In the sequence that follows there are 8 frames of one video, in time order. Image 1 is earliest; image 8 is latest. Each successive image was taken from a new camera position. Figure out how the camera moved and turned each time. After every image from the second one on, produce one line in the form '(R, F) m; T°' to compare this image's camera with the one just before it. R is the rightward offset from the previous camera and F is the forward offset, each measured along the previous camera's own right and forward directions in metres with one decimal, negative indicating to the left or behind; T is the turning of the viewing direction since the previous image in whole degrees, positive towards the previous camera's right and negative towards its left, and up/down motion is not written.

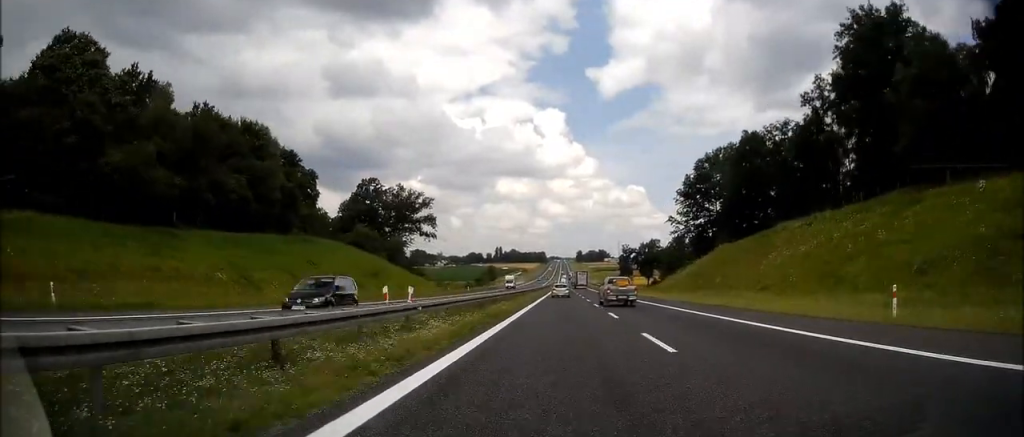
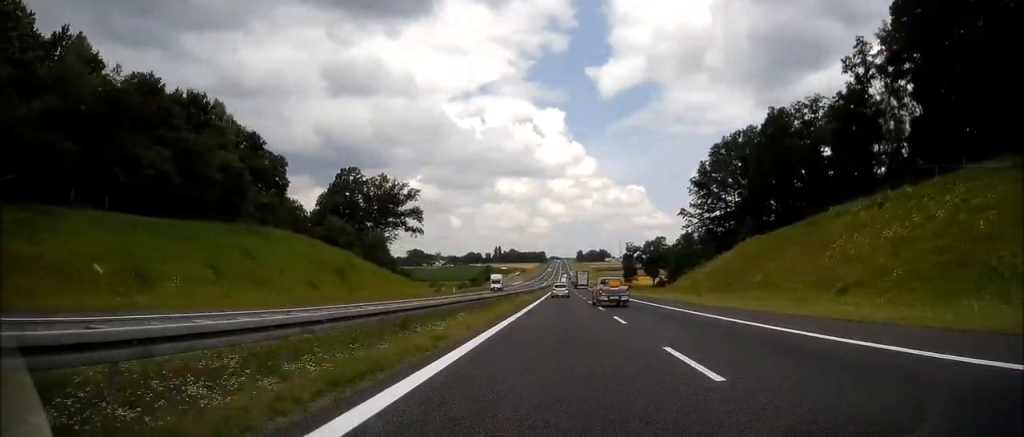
(-0.1, +15.7) m; 0°
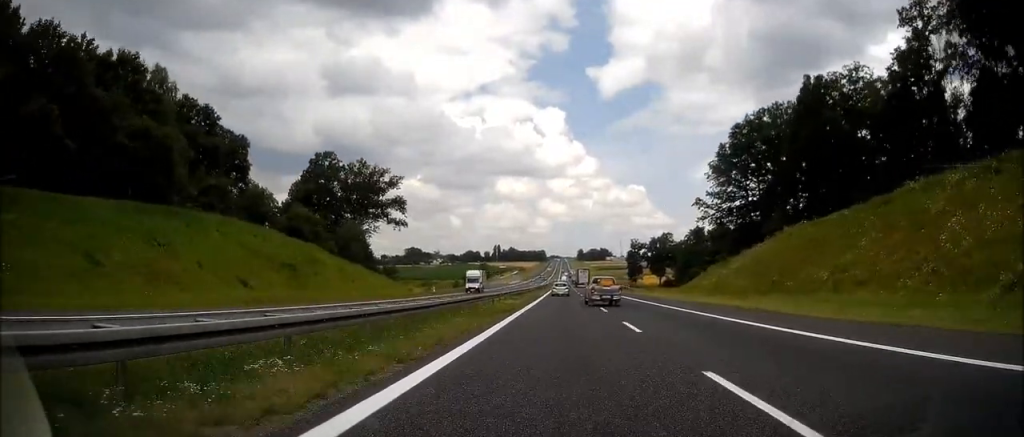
(-0.1, +15.7) m; 0°
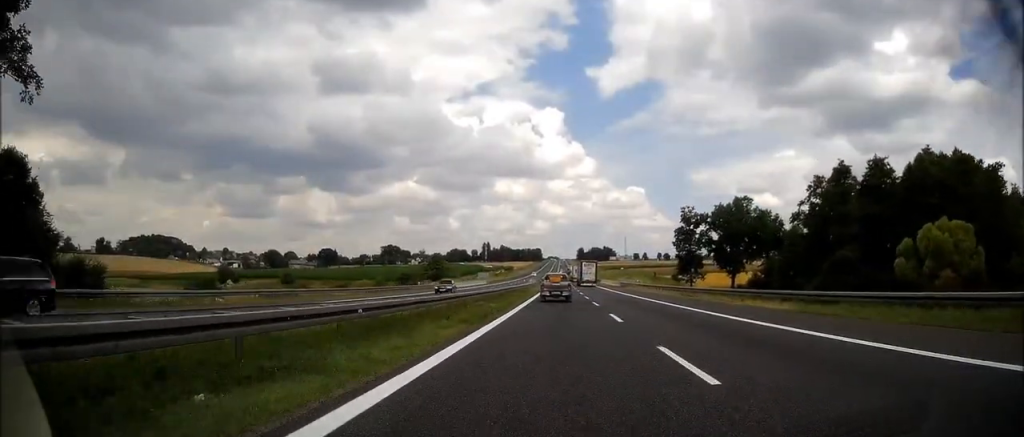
(-0.4, +105.3) m; 0°
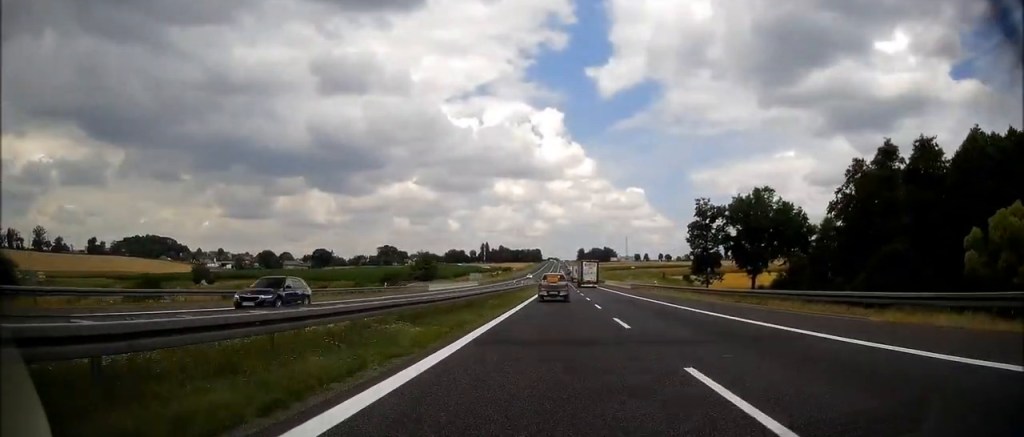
(+0.1, +15.1) m; 0°
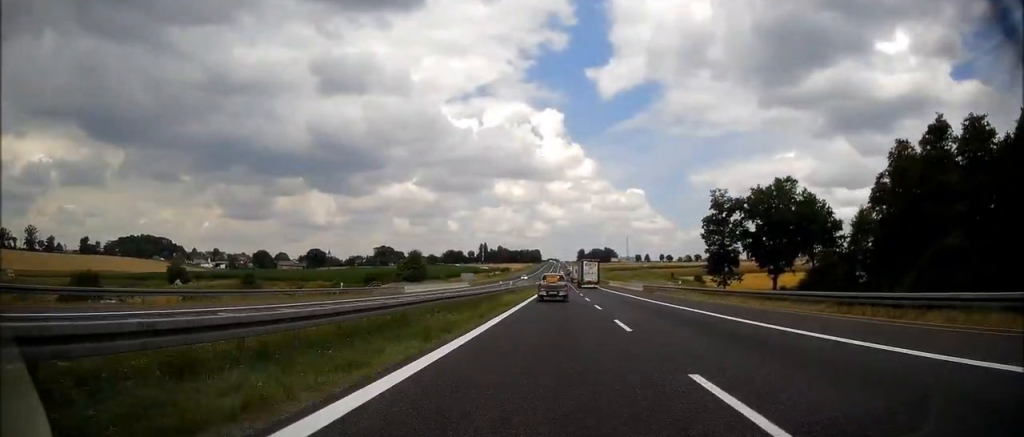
(0.0, +12.9) m; 0°
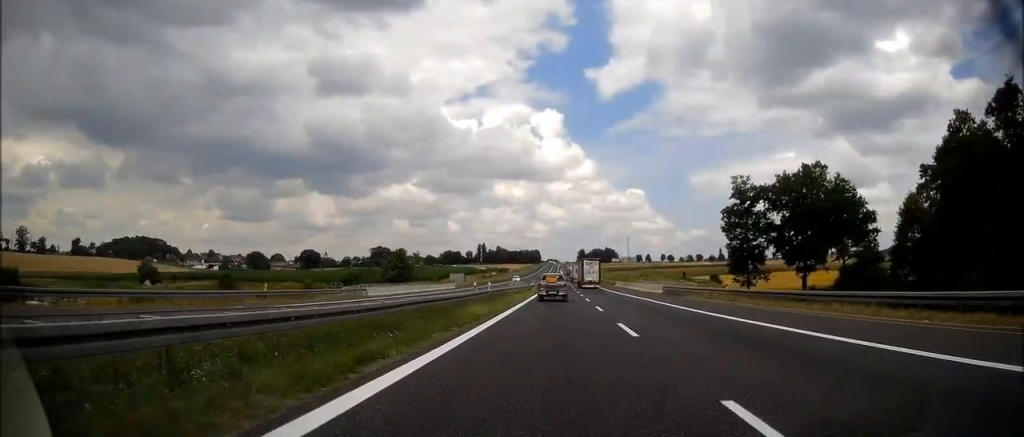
(0.0, +14.0) m; 0°
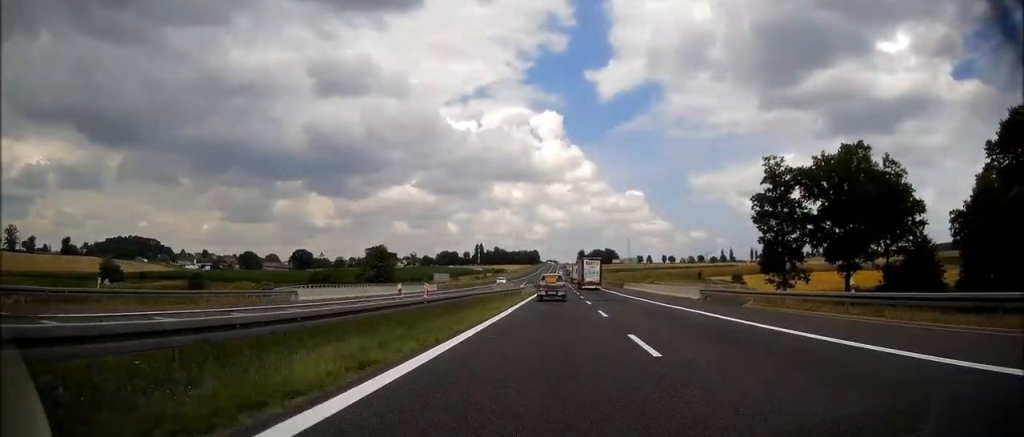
(-0.1, +14.8) m; 0°
